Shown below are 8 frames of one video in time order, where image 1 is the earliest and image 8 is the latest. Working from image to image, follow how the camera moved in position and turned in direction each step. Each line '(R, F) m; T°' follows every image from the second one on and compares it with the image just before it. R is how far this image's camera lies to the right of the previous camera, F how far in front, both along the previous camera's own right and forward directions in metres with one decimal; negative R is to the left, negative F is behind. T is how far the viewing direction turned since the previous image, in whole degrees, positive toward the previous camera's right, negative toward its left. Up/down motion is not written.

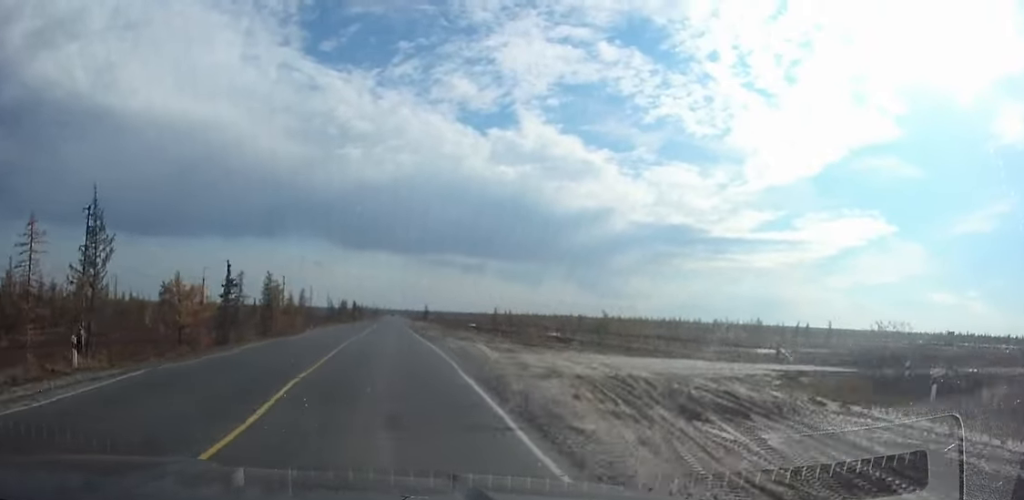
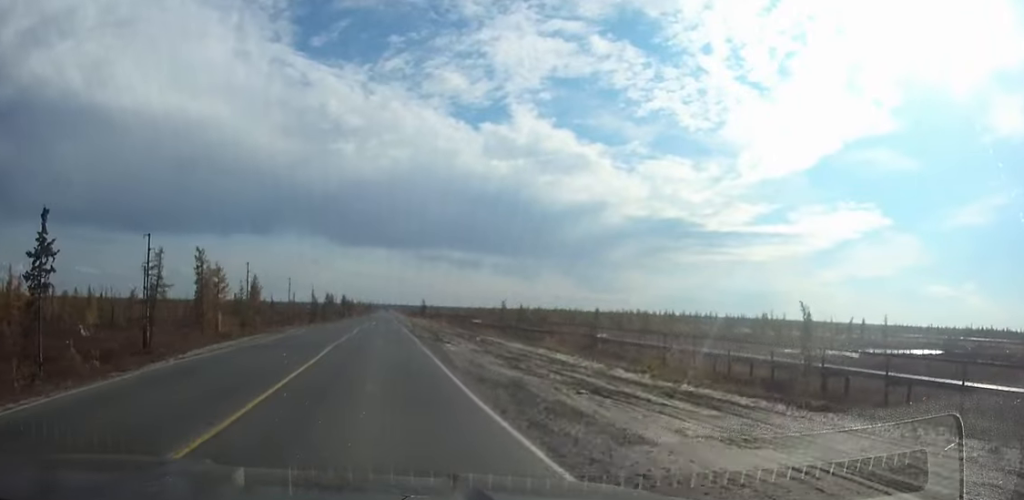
(+0.1, +32.1) m; 0°
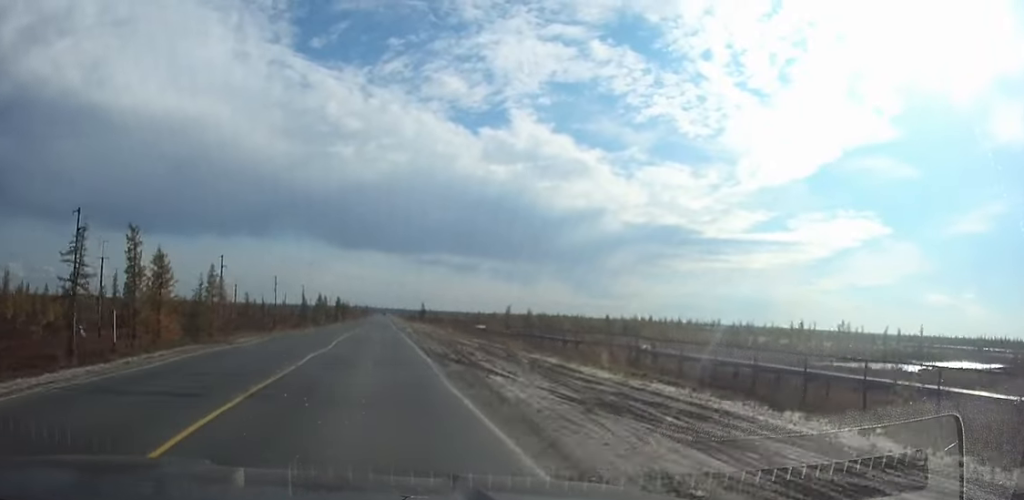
(0.0, +15.6) m; 0°
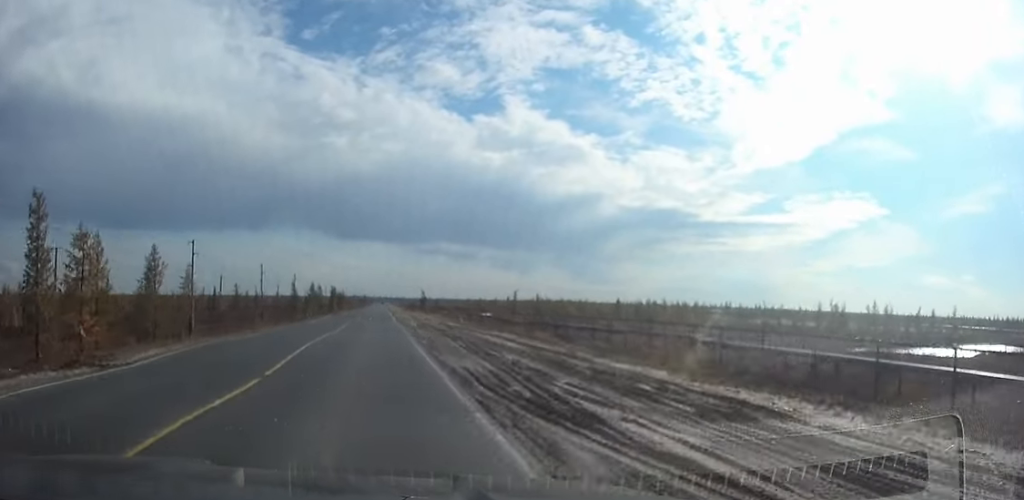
(0.0, +12.7) m; 0°
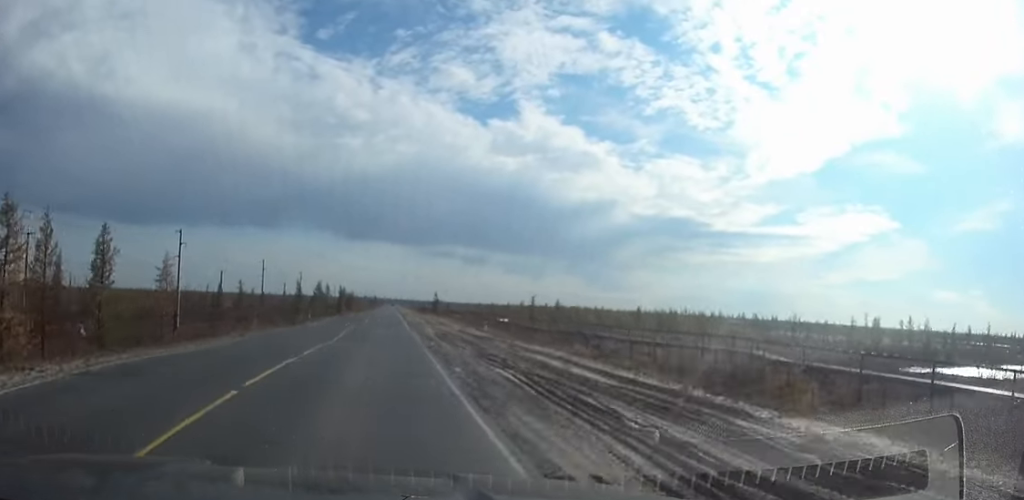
(0.0, +8.3) m; 0°
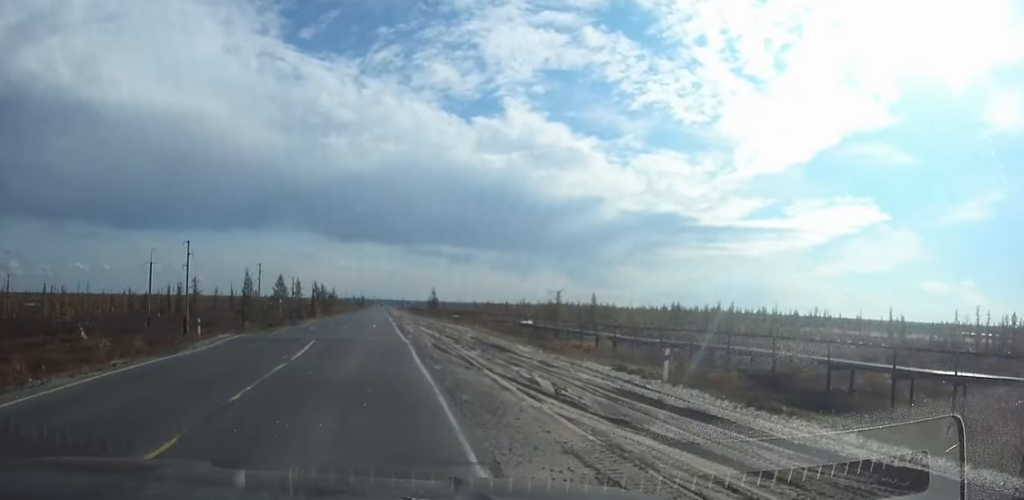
(+0.3, +35.3) m; 0°
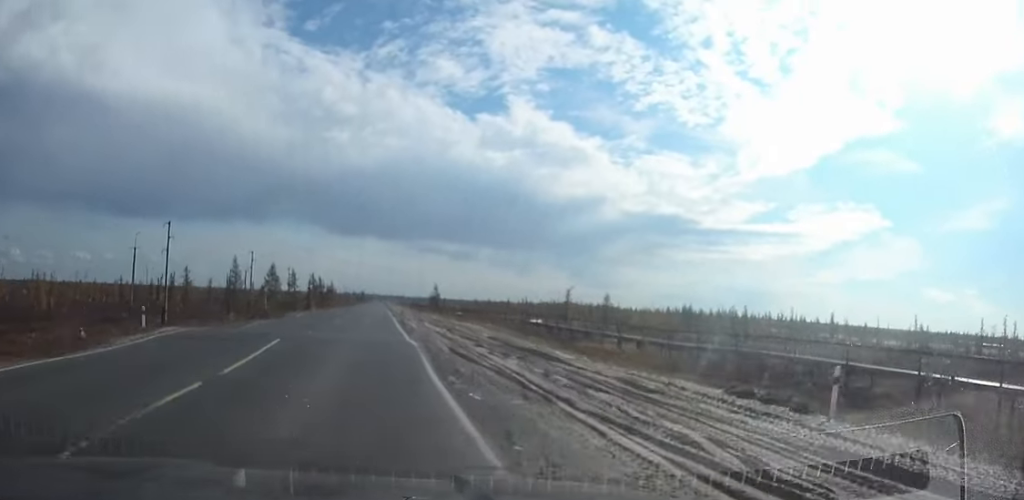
(0.0, +8.1) m; -1°
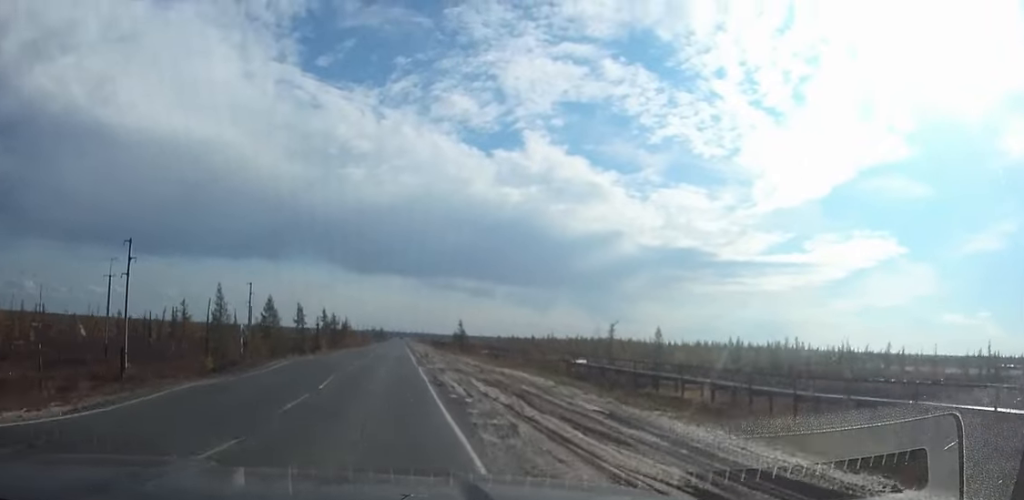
(-0.2, +16.8) m; -1°
